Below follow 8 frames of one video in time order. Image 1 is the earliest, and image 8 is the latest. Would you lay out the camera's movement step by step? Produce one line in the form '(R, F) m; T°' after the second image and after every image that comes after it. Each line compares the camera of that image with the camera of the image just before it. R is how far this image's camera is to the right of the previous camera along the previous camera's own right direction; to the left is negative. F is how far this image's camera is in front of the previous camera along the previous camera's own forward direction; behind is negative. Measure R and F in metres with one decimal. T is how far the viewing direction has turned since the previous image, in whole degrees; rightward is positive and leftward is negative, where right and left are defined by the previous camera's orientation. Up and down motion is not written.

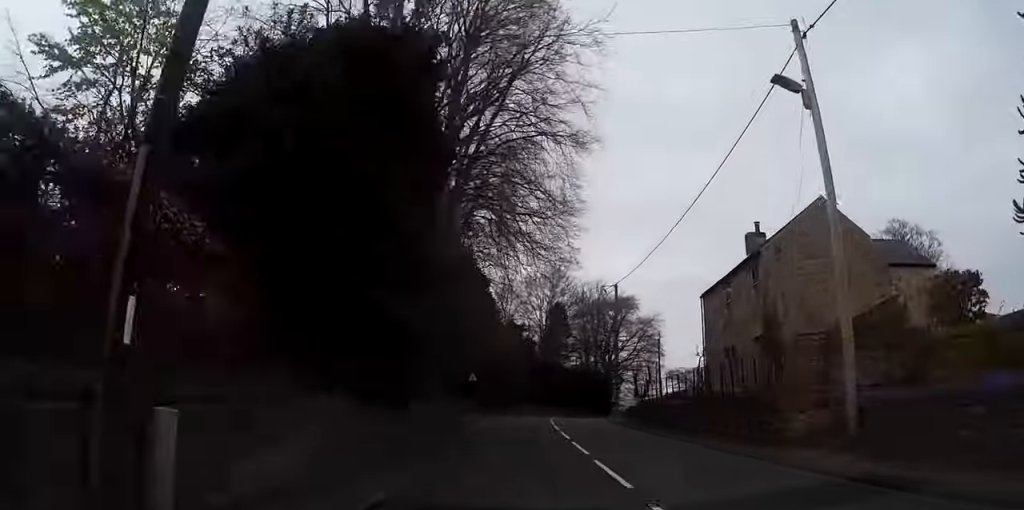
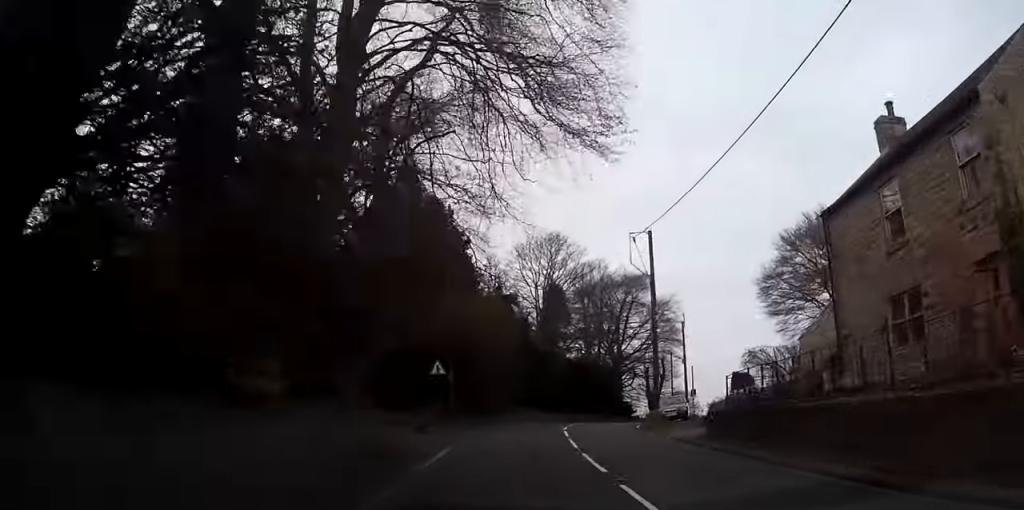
(+0.3, +15.9) m; +1°
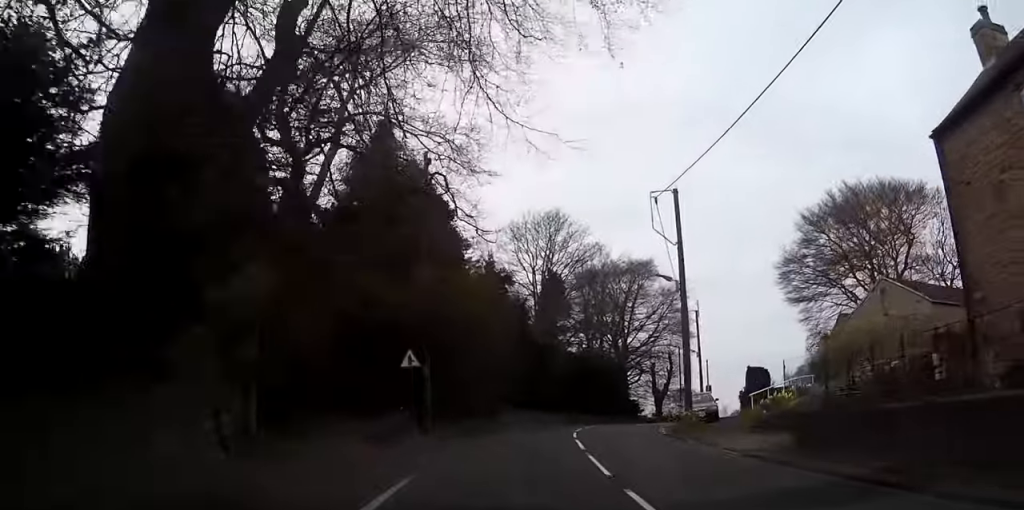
(0.0, +6.8) m; 0°
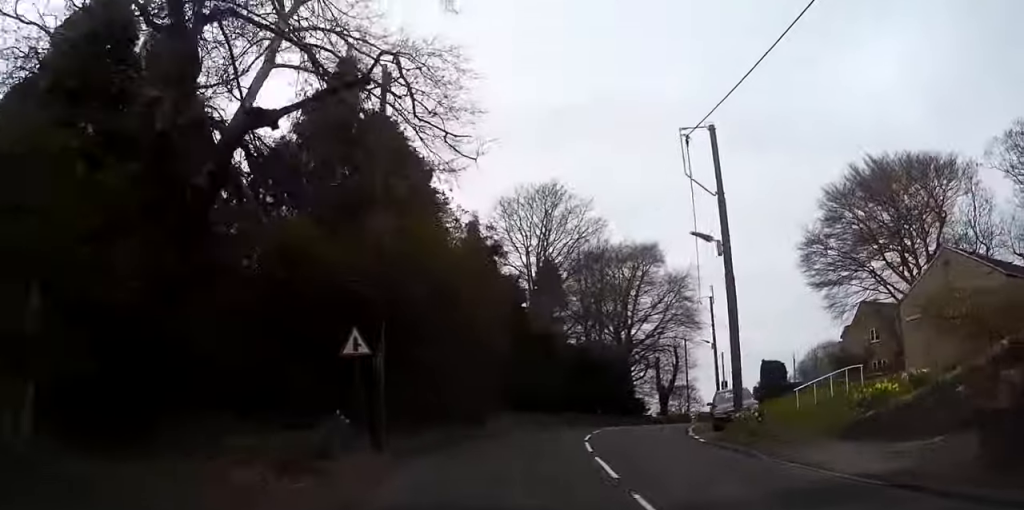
(0.0, +6.7) m; +1°
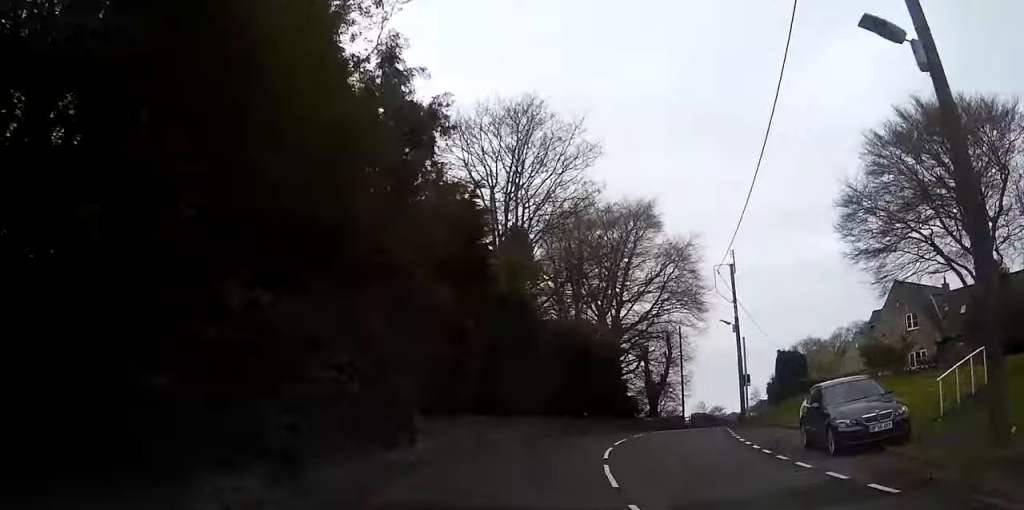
(+0.1, +12.6) m; +3°
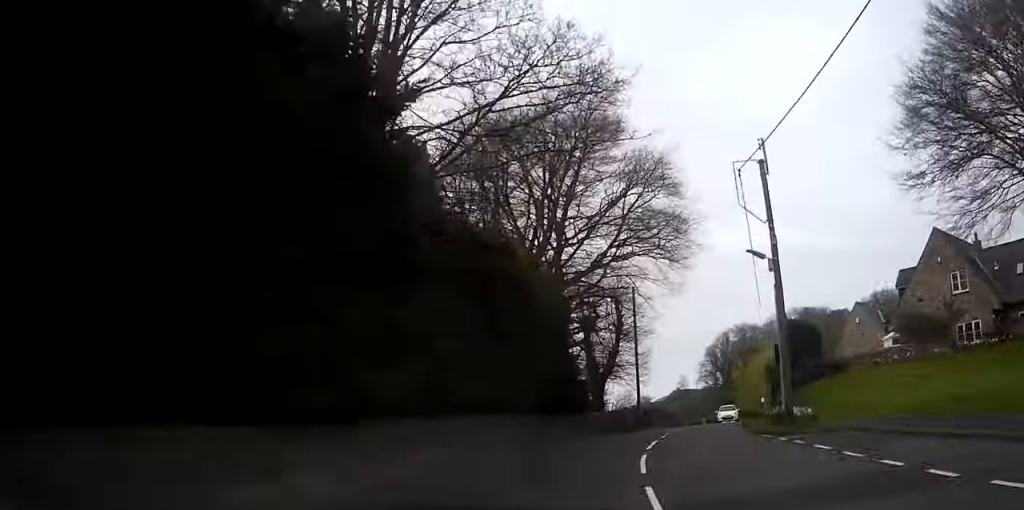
(+0.7, +16.6) m; +4°
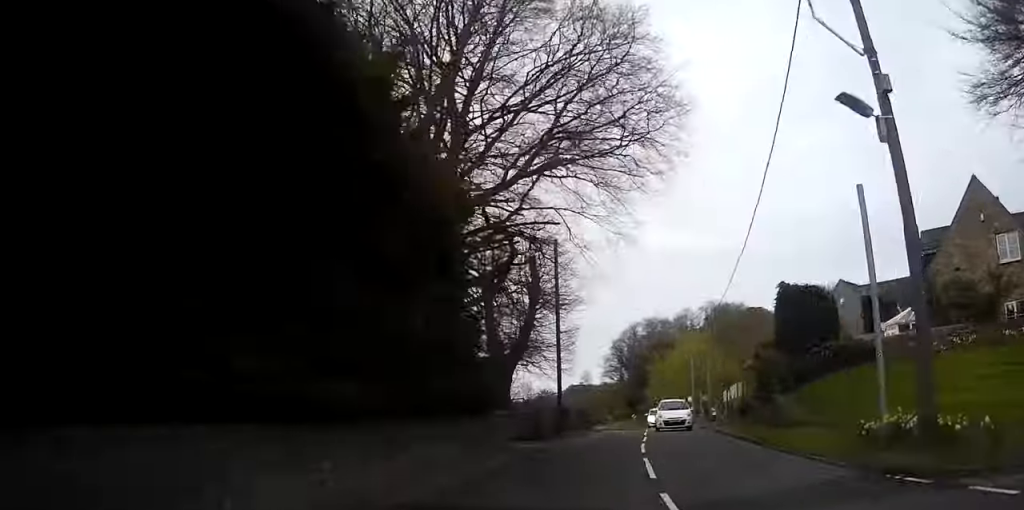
(+0.2, +12.6) m; +5°
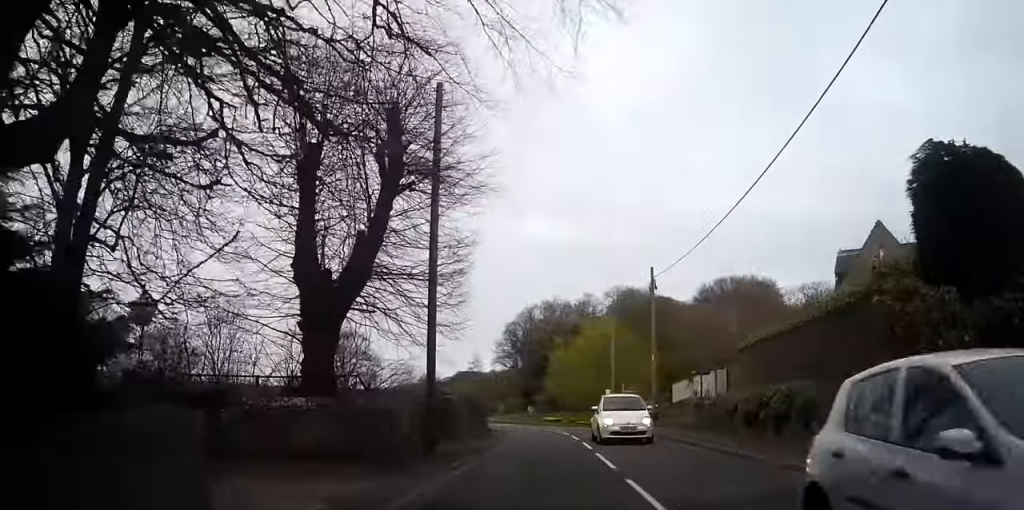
(+1.5, +16.0) m; +9°
